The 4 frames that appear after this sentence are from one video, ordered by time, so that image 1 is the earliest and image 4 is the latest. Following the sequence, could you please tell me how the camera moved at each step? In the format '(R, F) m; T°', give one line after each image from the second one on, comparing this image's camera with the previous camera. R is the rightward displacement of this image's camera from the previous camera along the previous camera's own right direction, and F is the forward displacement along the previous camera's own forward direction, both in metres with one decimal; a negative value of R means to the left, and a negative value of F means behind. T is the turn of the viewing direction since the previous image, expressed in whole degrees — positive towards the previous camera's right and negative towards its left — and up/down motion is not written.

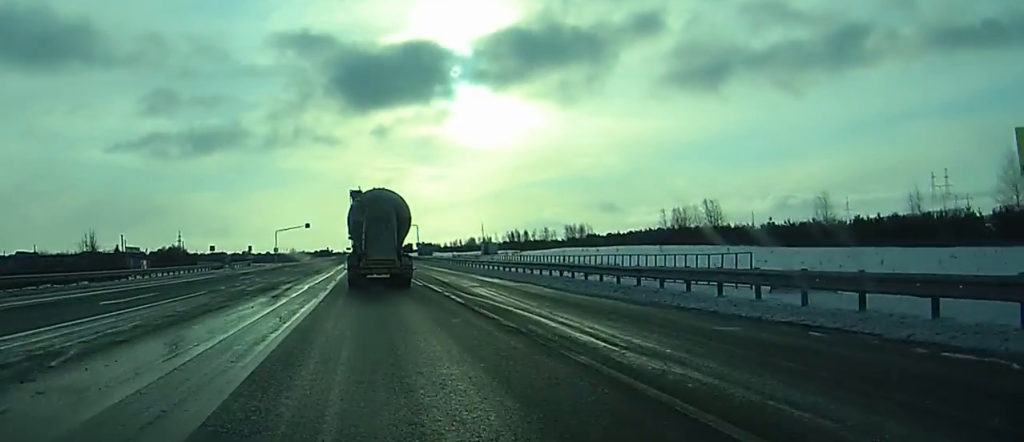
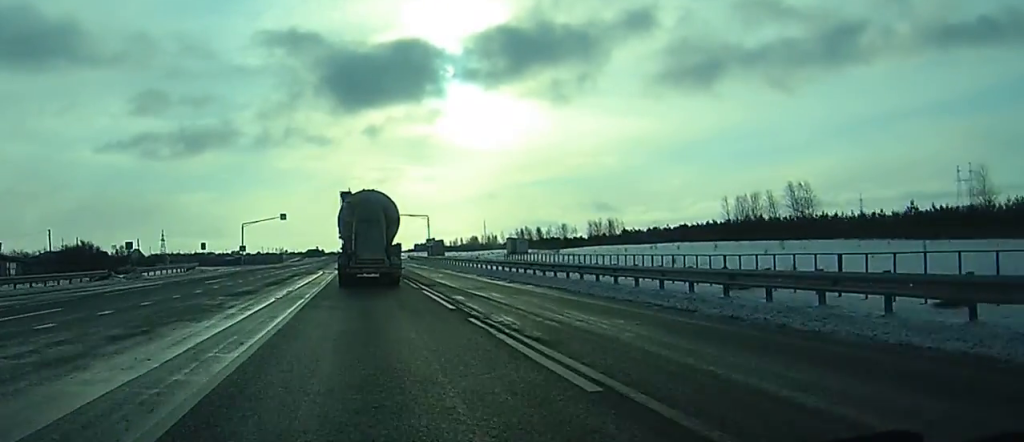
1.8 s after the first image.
(0.0, +38.6) m; 0°
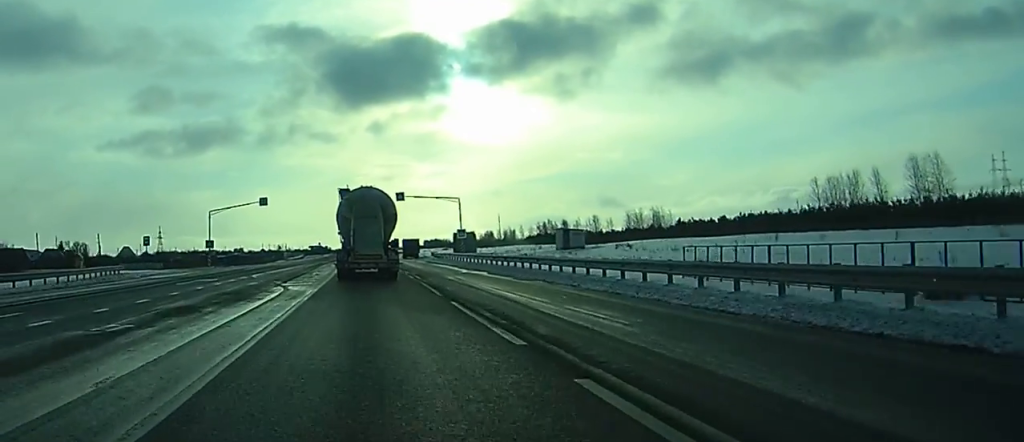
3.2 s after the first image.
(-0.1, +32.3) m; 0°
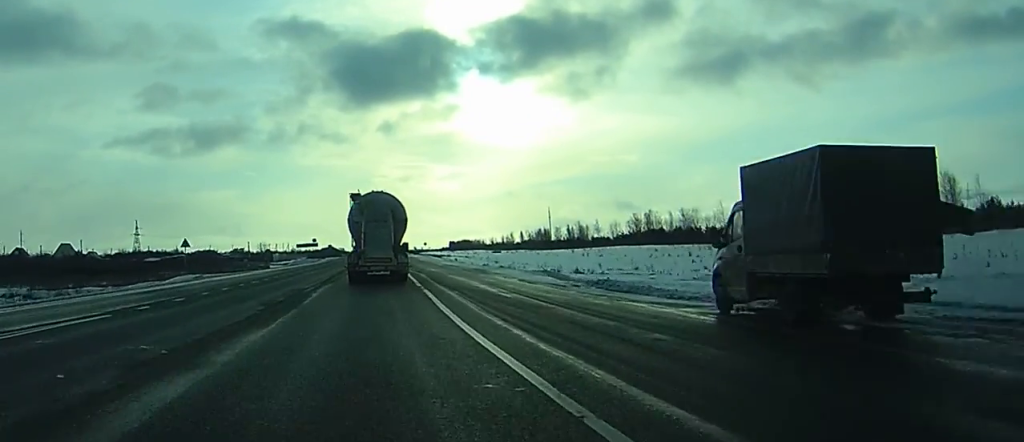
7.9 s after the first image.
(-1.8, +105.5) m; -1°
